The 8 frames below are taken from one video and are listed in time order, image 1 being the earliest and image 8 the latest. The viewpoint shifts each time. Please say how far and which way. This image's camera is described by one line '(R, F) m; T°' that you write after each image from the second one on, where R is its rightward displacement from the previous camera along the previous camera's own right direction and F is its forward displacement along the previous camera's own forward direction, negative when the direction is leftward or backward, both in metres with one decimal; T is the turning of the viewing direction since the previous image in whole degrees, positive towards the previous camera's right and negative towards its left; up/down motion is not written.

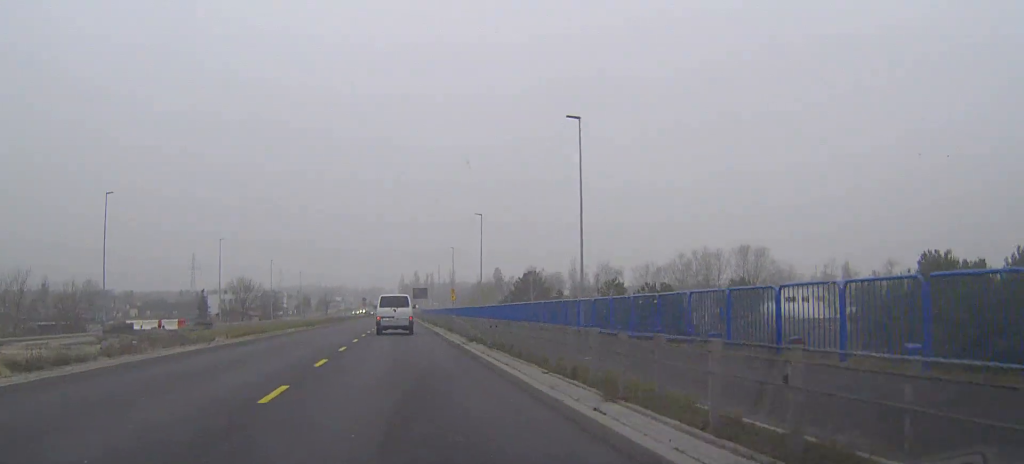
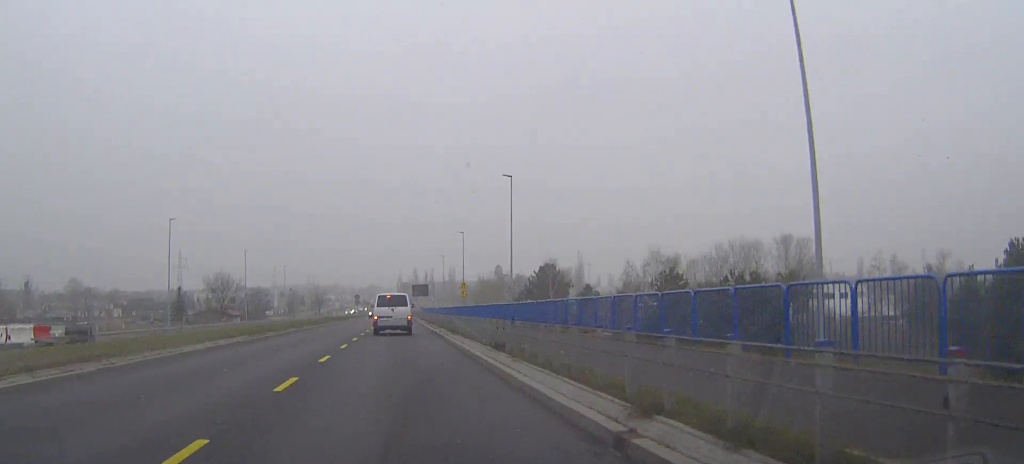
(0.0, +16.8) m; 0°
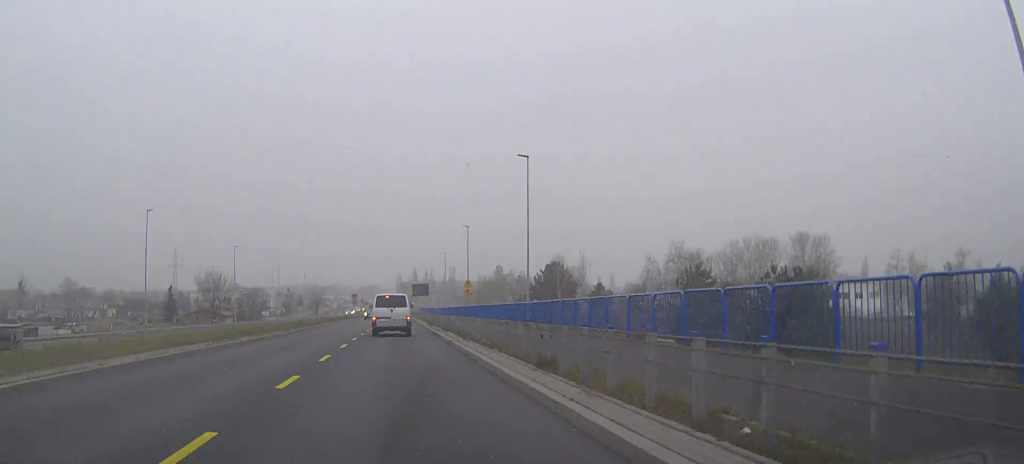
(0.0, +5.7) m; 0°
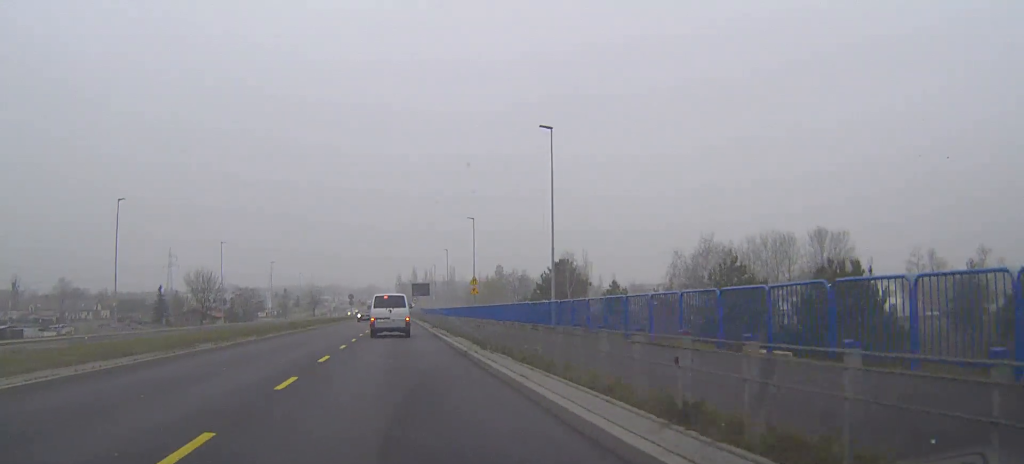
(0.0, +5.7) m; 0°
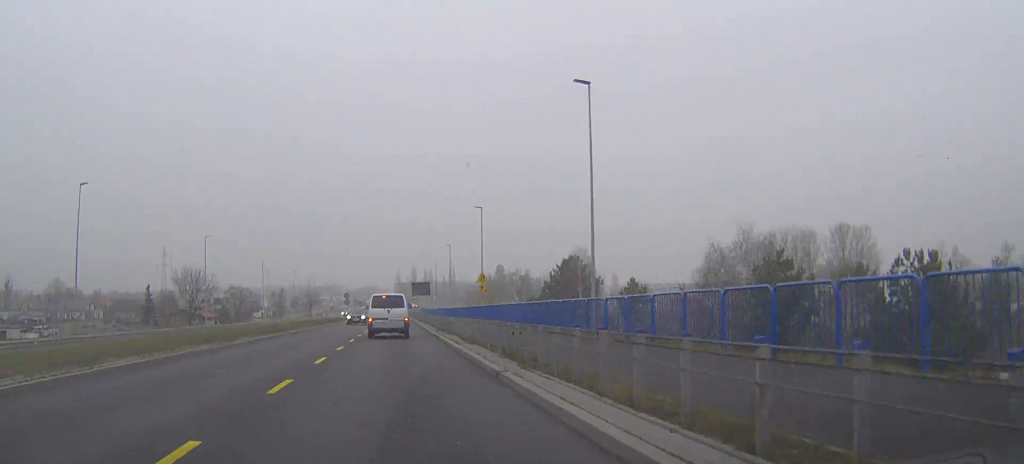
(+0.1, +6.6) m; 0°
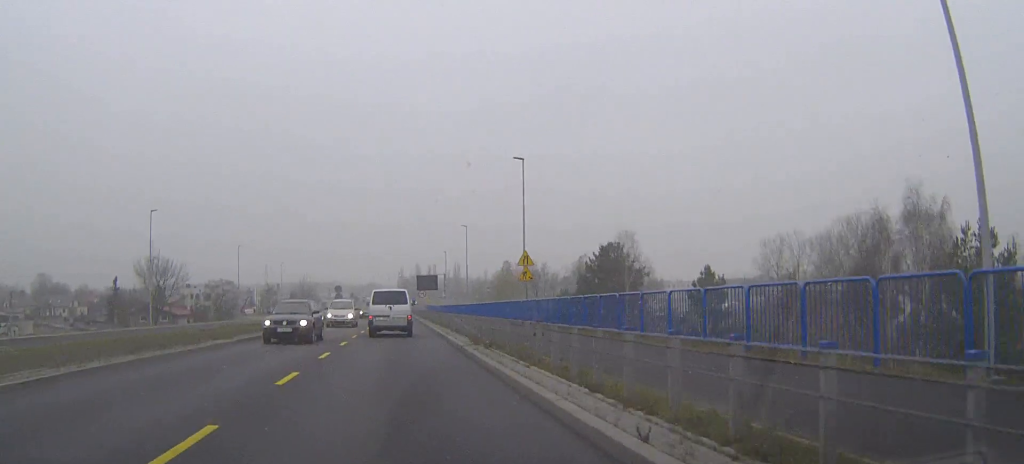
(0.0, +17.4) m; 0°
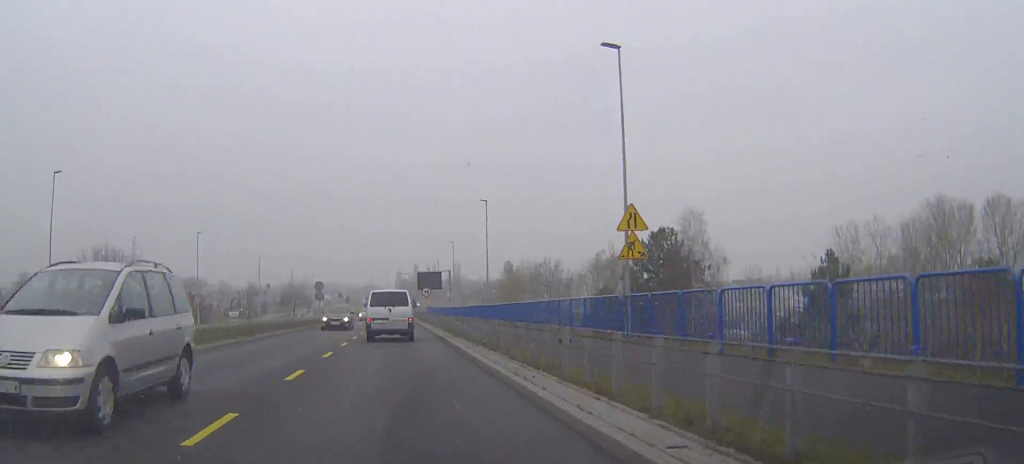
(0.0, +16.9) m; 0°
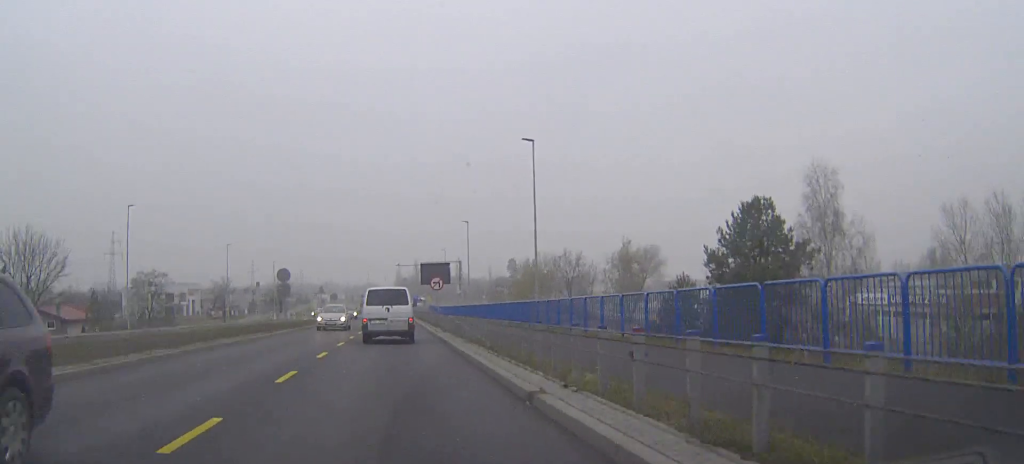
(0.0, +18.2) m; 0°
